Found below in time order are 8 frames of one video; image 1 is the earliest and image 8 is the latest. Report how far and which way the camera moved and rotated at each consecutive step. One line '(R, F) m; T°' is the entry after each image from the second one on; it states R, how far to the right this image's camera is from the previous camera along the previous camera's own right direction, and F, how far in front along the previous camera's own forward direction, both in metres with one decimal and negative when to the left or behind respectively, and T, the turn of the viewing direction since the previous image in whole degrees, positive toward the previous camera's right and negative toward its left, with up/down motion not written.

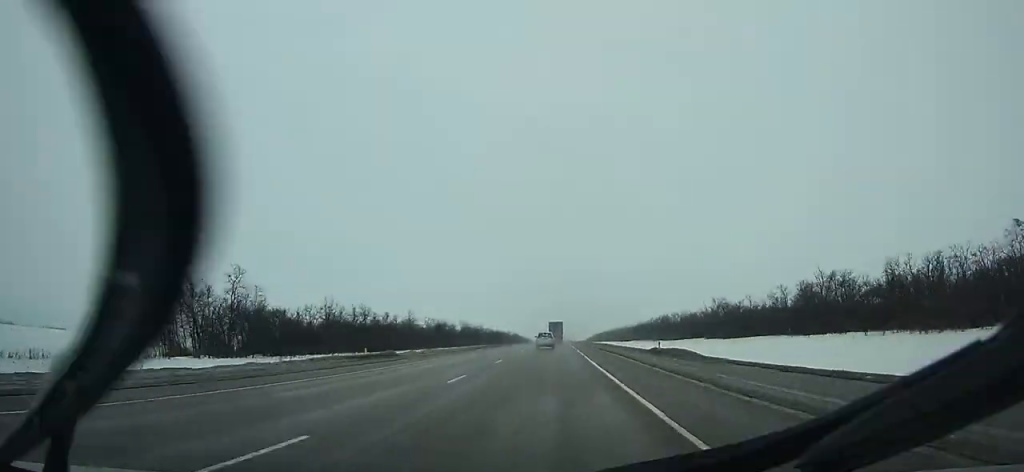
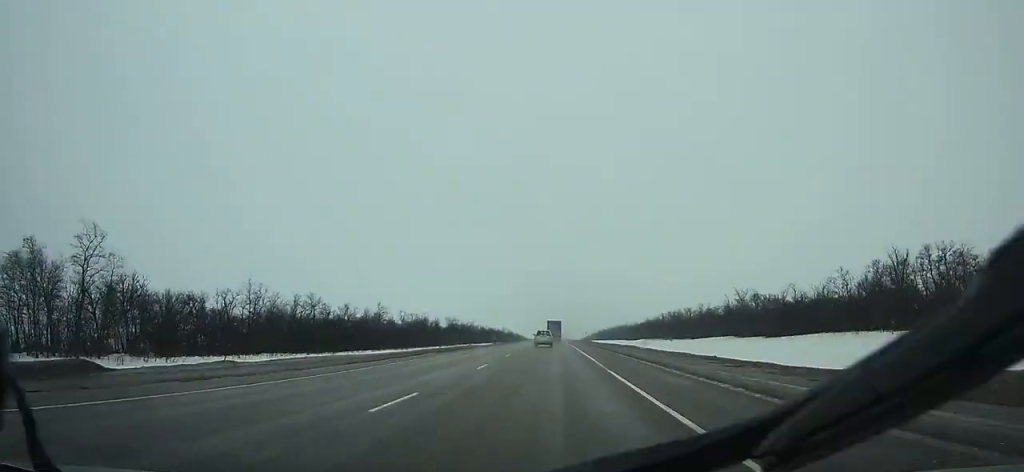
(0.0, +31.7) m; 0°
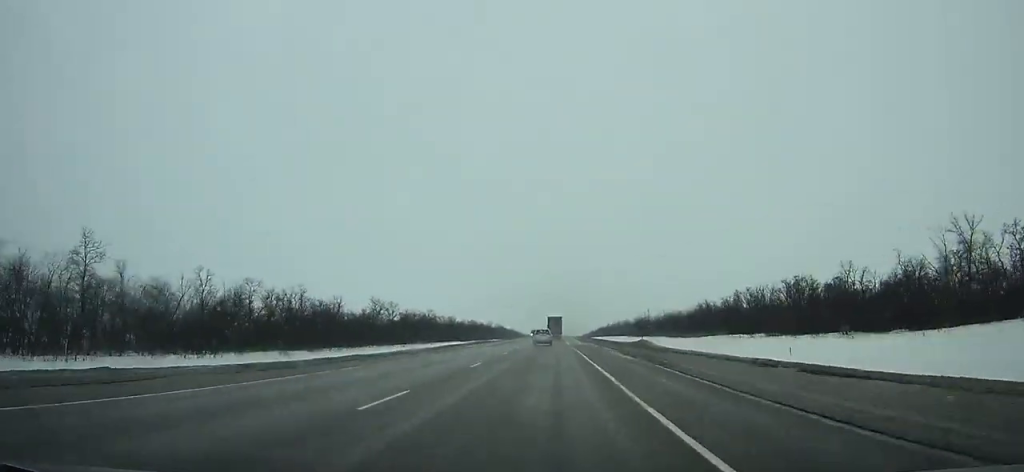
(-0.1, +107.3) m; 0°
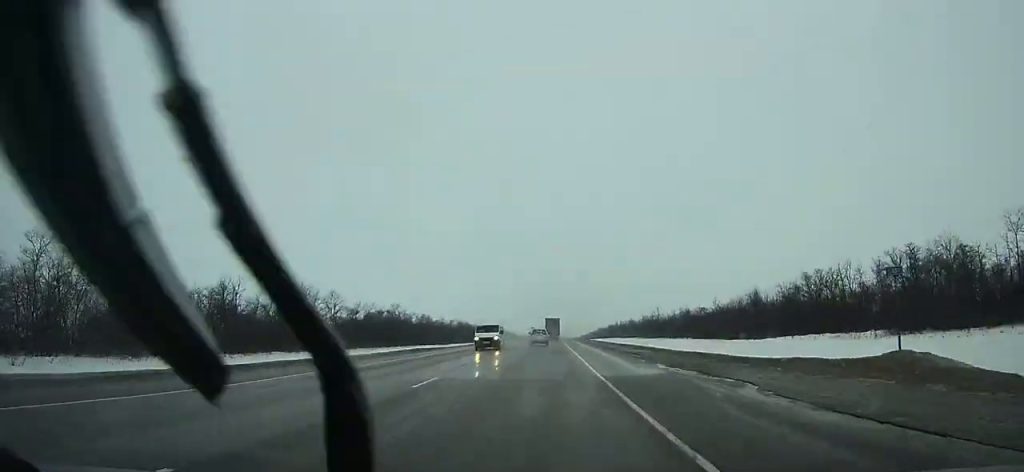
(0.0, +43.4) m; 0°
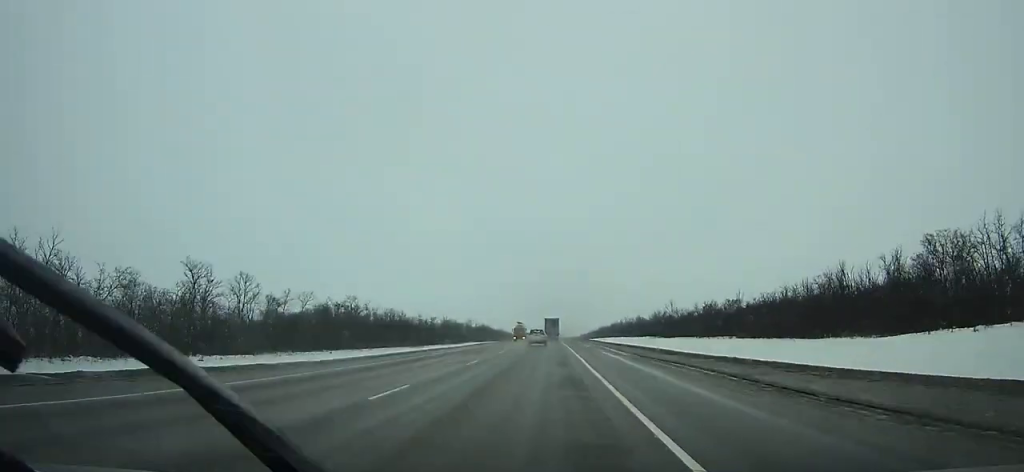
(0.0, +38.8) m; 0°
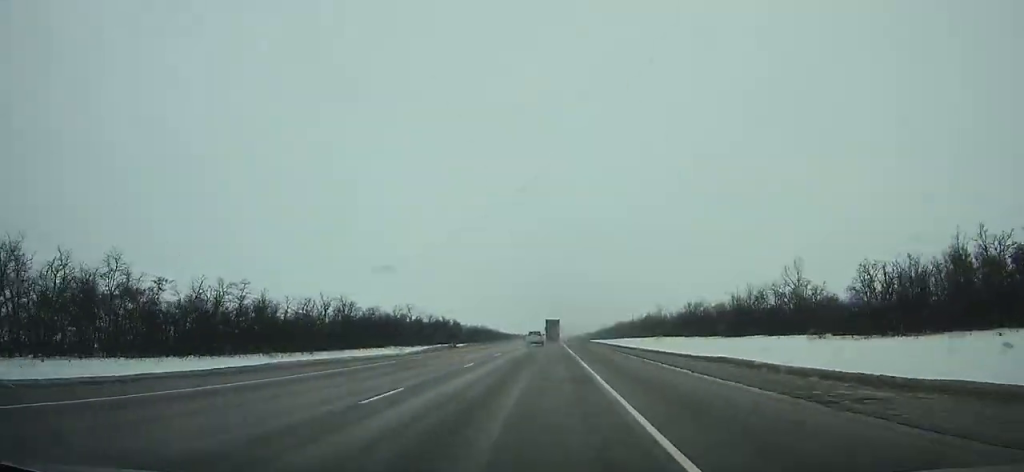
(+0.3, +144.3) m; 0°
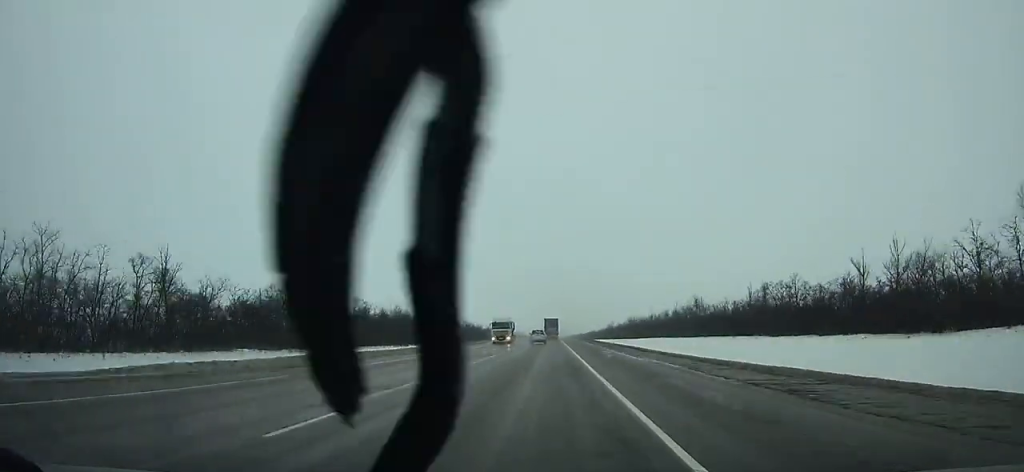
(-0.2, +74.2) m; 0°
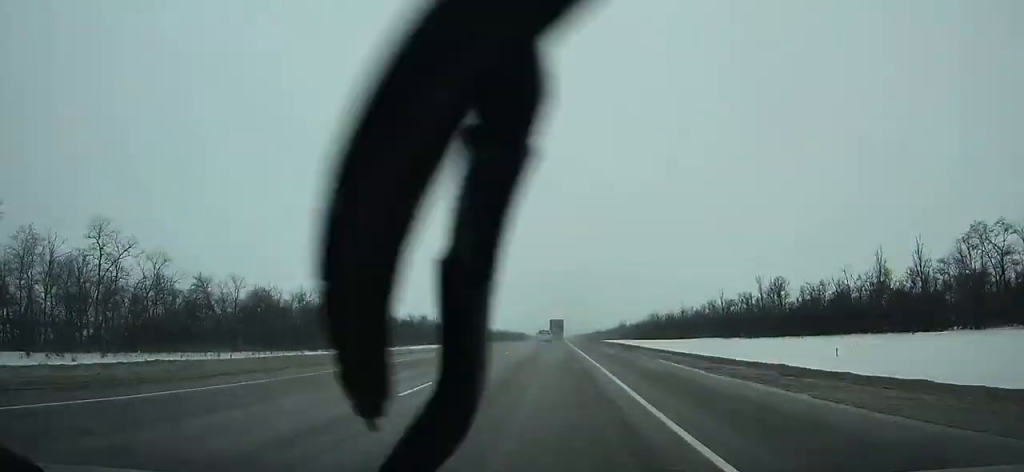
(+0.1, +68.0) m; 0°
